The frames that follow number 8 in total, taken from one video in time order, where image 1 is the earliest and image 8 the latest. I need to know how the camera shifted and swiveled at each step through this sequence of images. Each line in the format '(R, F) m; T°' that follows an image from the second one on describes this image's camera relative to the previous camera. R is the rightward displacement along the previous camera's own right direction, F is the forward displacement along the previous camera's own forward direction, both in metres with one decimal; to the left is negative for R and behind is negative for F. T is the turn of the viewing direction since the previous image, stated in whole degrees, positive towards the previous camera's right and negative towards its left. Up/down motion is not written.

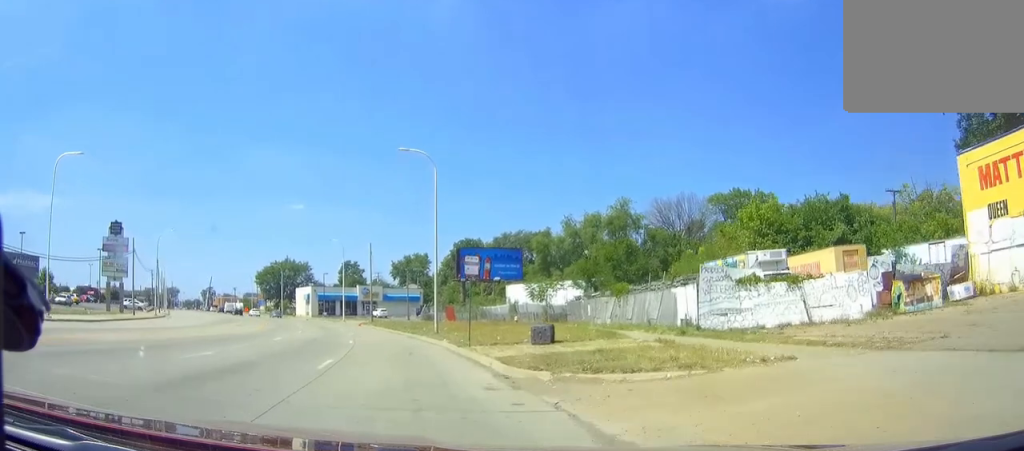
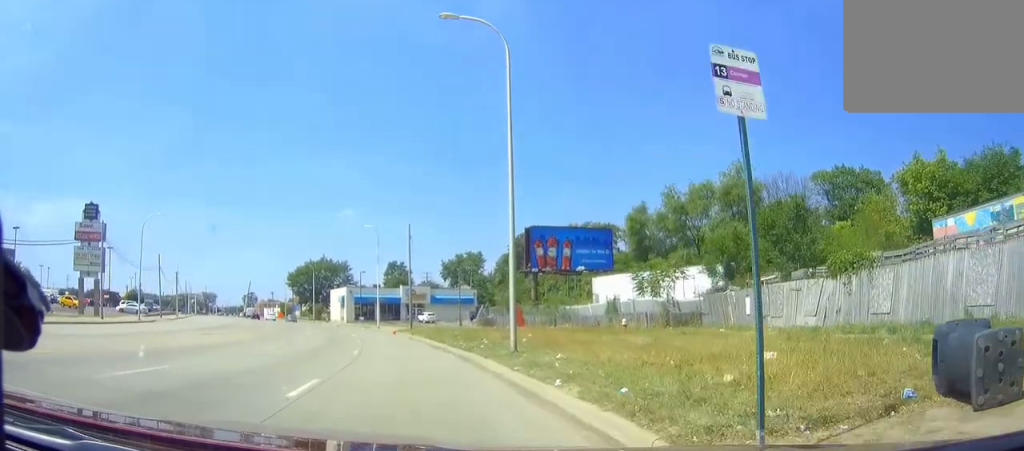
(0.0, +18.8) m; 0°
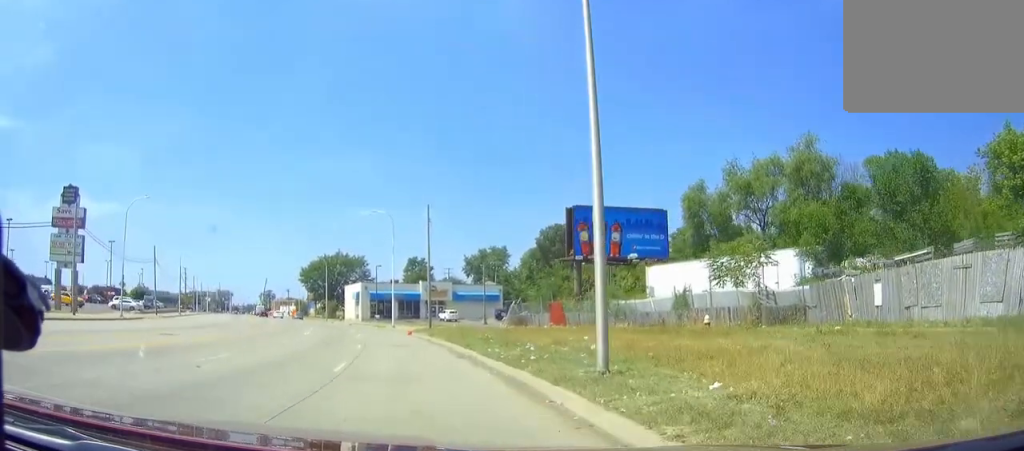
(0.0, +8.4) m; 0°
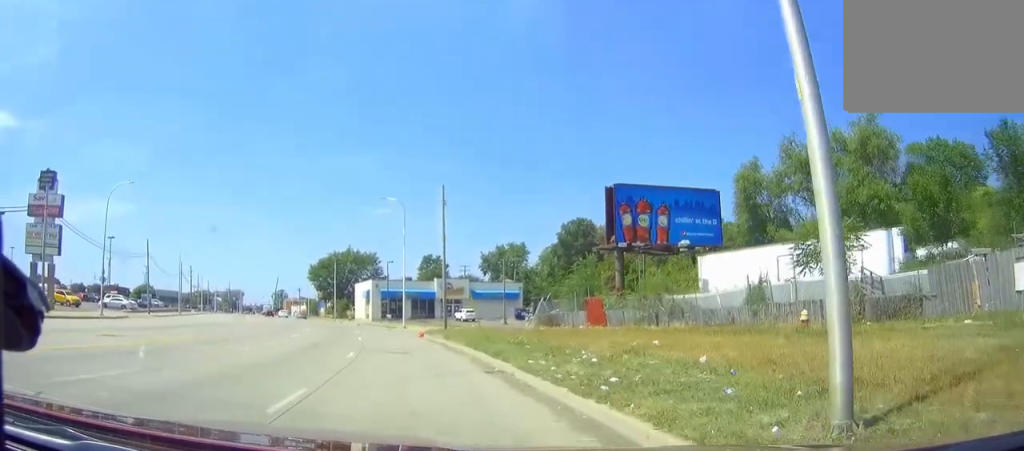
(0.0, +6.9) m; 0°
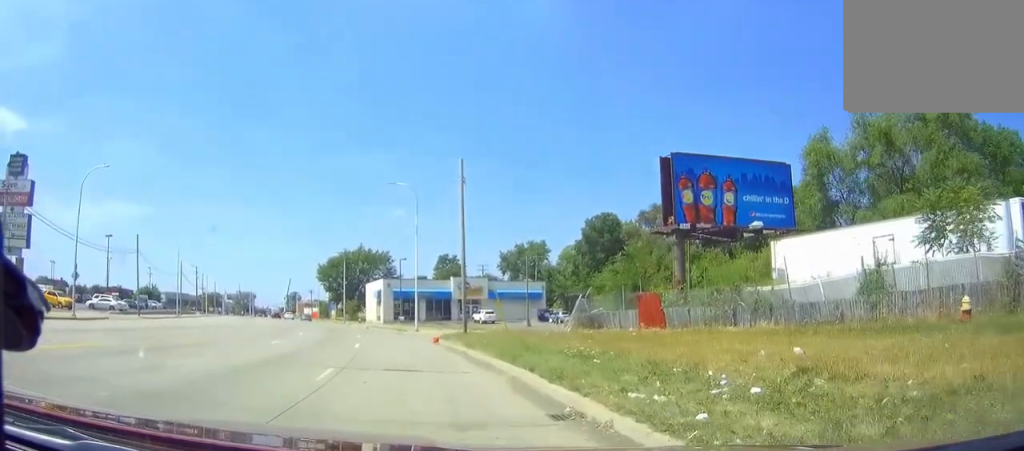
(0.0, +7.2) m; 0°
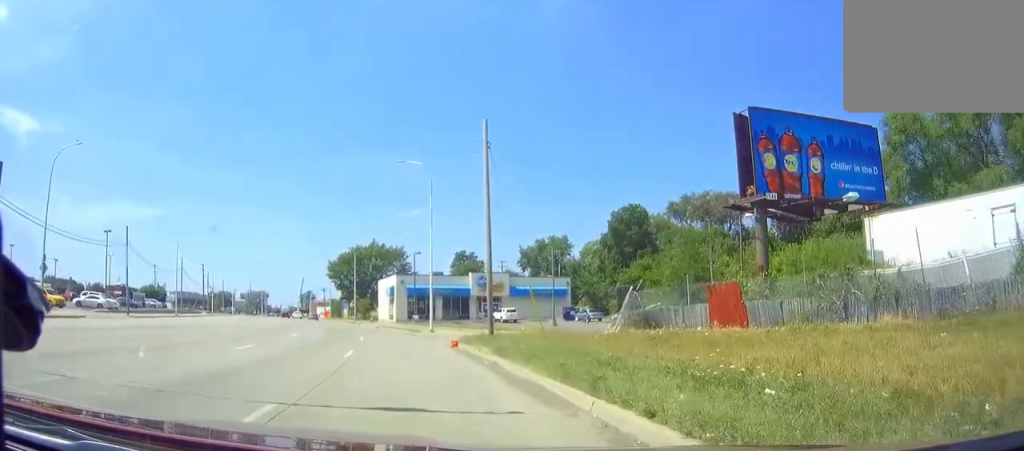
(0.0, +6.6) m; -1°
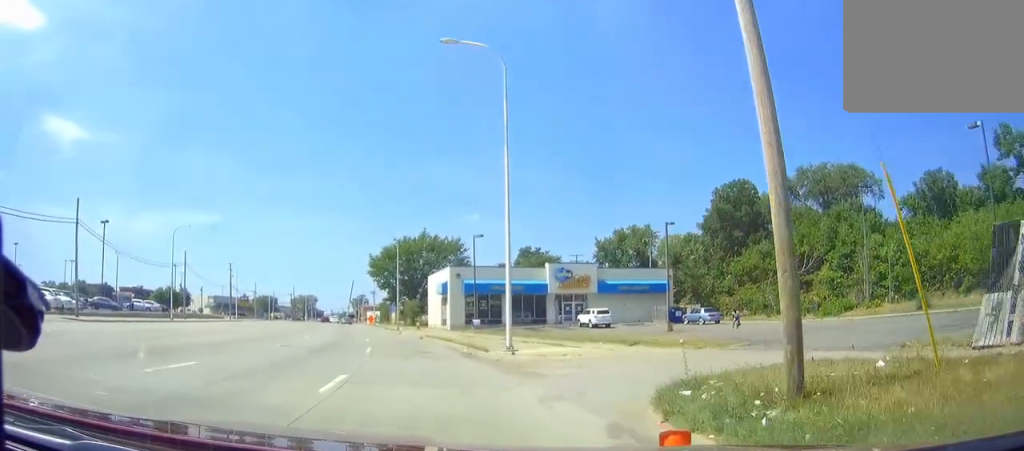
(-1.2, +20.8) m; -9°
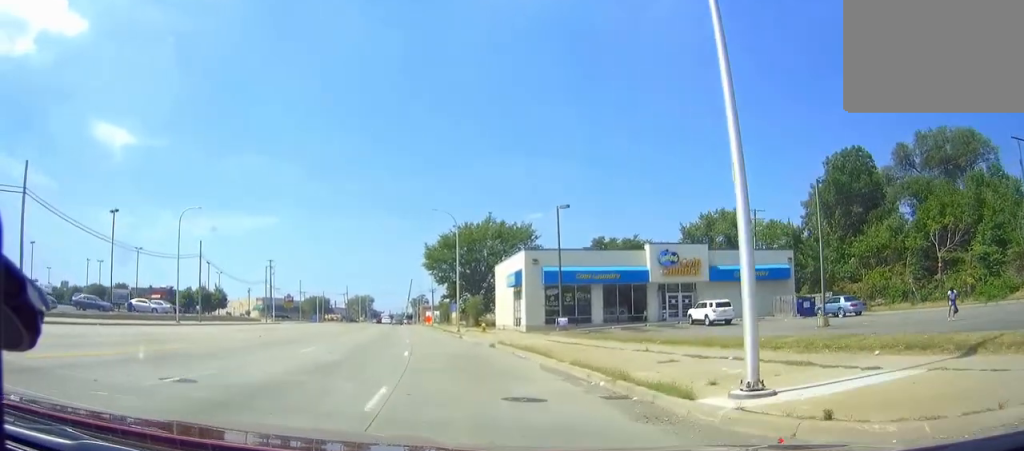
(-1.0, +15.1) m; -7°
